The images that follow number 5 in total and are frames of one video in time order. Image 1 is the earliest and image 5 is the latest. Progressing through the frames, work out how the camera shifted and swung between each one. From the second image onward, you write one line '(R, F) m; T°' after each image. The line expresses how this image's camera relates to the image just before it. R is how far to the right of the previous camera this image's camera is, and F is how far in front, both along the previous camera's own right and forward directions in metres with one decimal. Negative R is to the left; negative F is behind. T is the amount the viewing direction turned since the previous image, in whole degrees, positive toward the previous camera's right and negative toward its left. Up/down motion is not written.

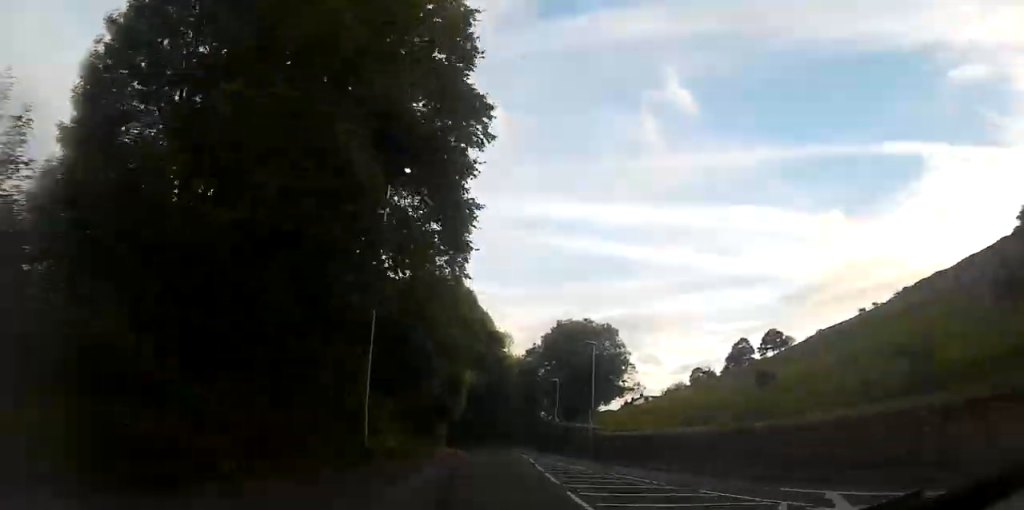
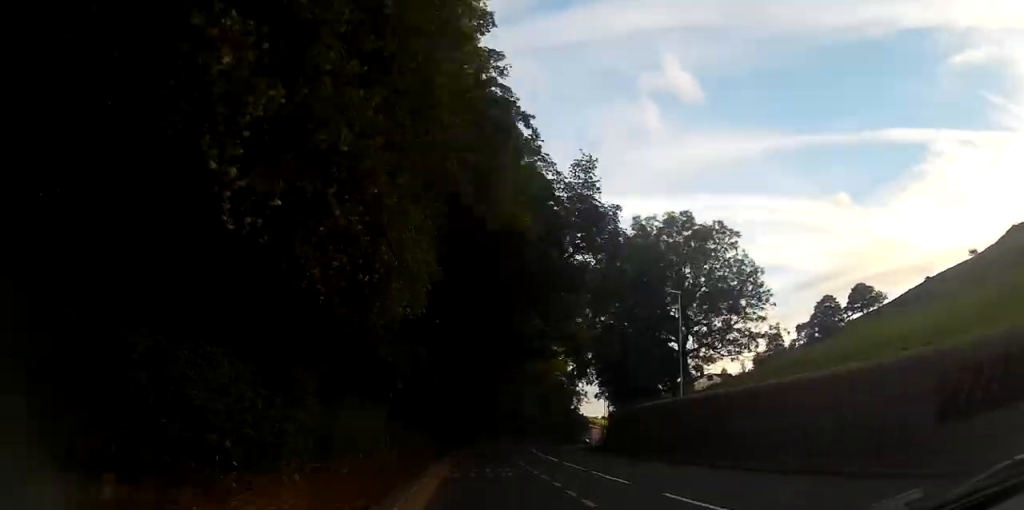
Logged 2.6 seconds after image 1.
(-0.1, +43.0) m; 0°
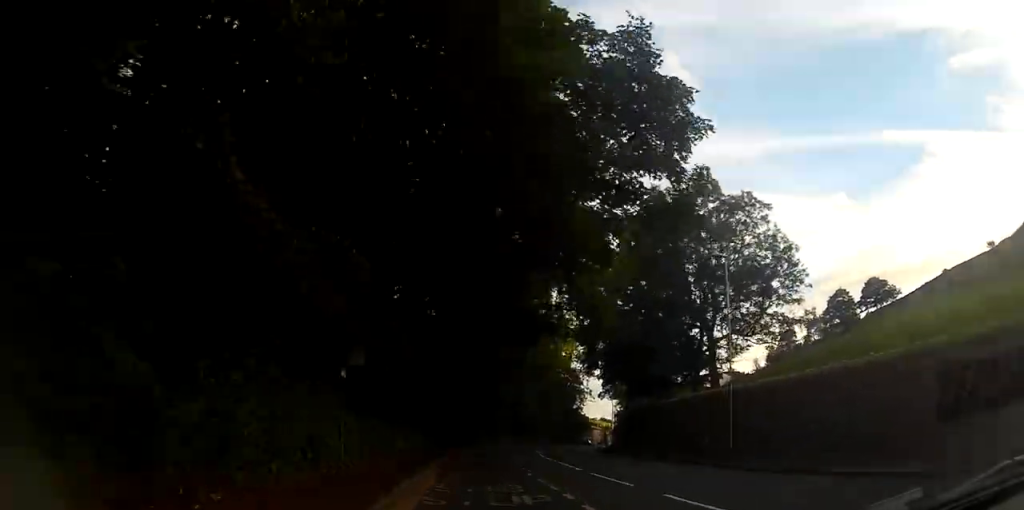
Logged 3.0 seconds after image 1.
(0.0, +6.7) m; 0°
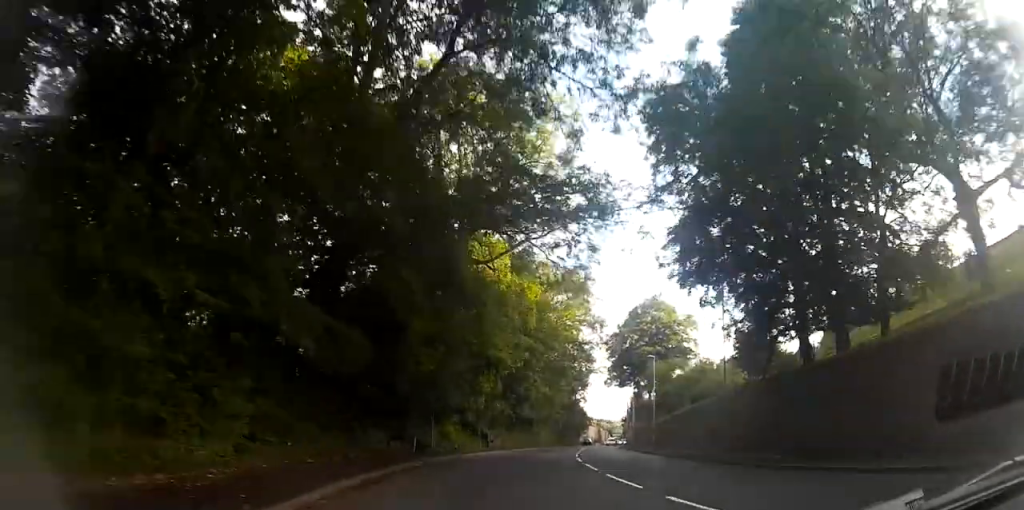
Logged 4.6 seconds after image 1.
(-0.1, +27.8) m; +1°
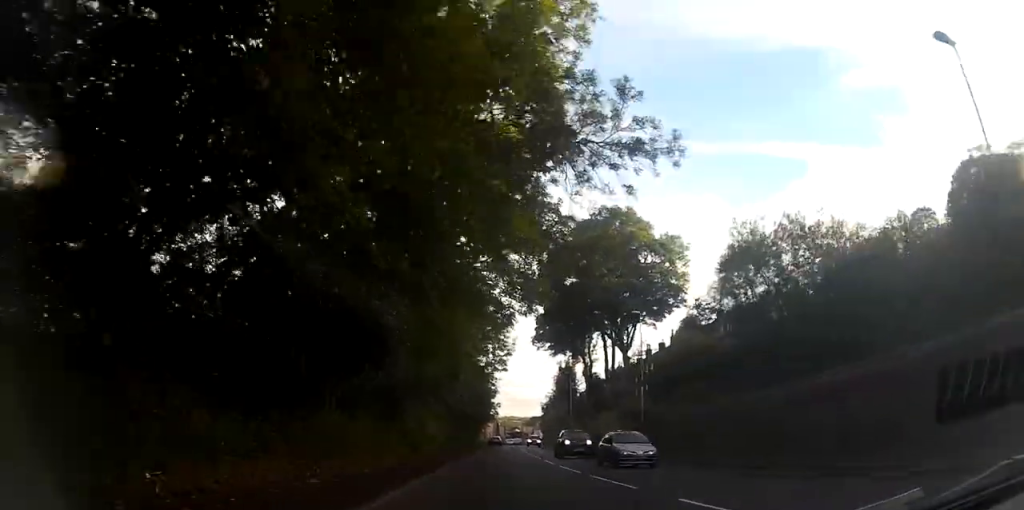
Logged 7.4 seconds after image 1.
(+4.0, +47.4) m; +10°
